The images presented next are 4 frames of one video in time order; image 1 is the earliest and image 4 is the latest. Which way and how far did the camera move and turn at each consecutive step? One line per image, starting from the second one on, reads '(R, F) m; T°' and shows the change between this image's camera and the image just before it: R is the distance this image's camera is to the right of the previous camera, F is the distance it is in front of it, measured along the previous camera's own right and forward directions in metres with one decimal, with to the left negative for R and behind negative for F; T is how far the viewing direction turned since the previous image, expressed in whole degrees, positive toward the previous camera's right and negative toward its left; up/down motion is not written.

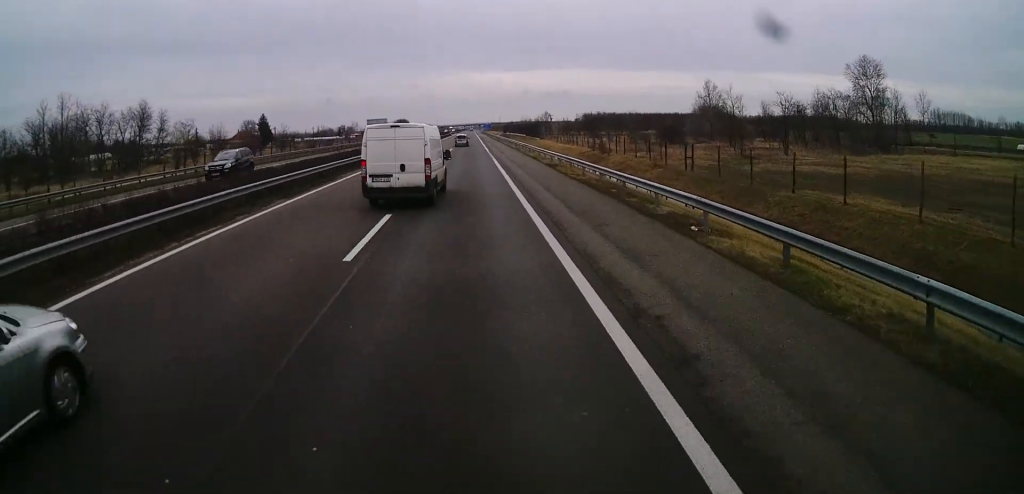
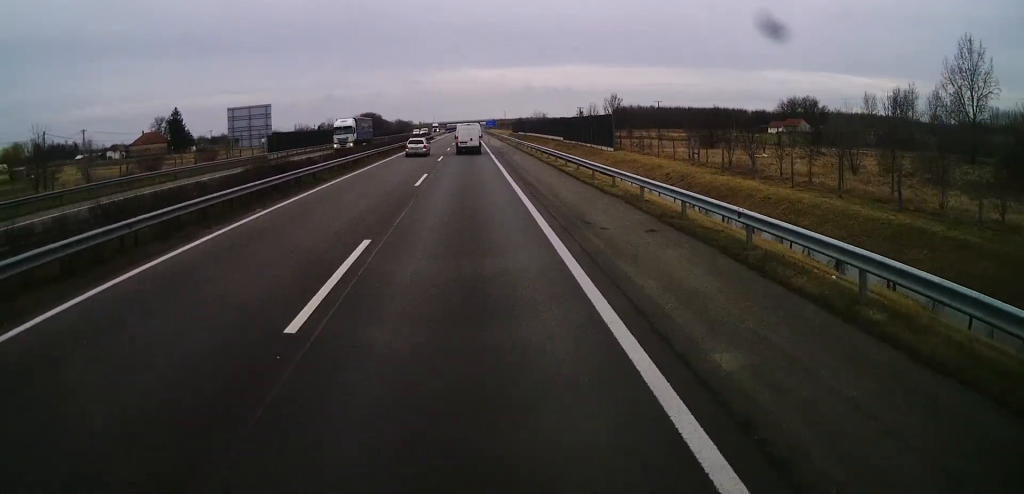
(-1.5, +93.8) m; -1°
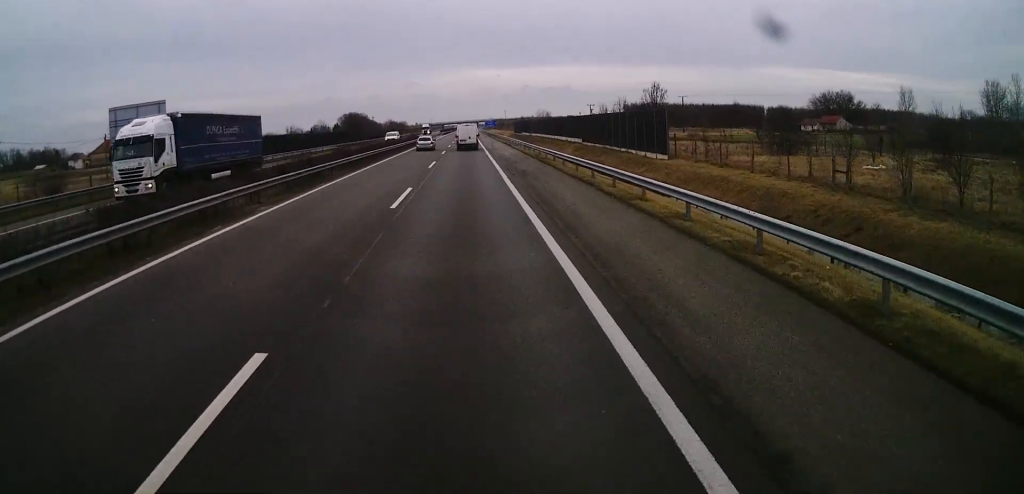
(+0.1, +24.7) m; 0°
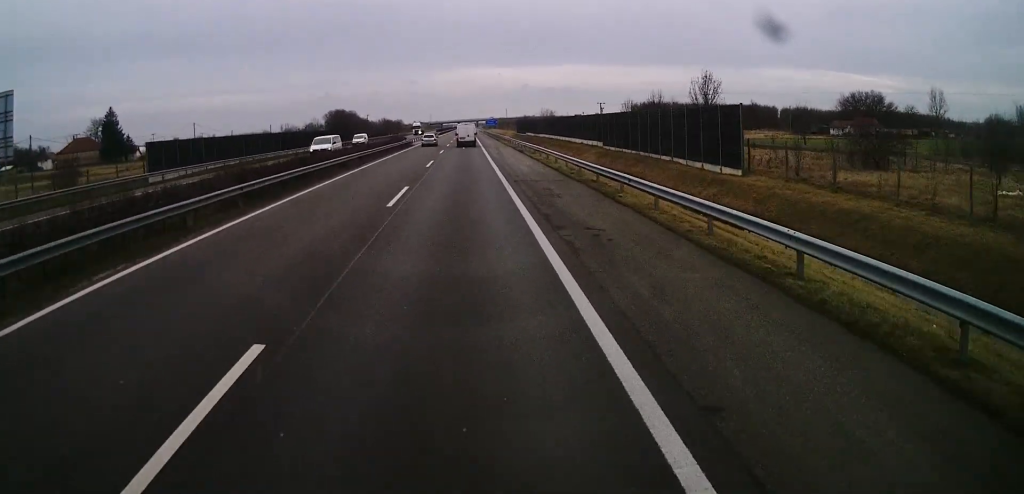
(-0.3, +17.8) m; 0°
